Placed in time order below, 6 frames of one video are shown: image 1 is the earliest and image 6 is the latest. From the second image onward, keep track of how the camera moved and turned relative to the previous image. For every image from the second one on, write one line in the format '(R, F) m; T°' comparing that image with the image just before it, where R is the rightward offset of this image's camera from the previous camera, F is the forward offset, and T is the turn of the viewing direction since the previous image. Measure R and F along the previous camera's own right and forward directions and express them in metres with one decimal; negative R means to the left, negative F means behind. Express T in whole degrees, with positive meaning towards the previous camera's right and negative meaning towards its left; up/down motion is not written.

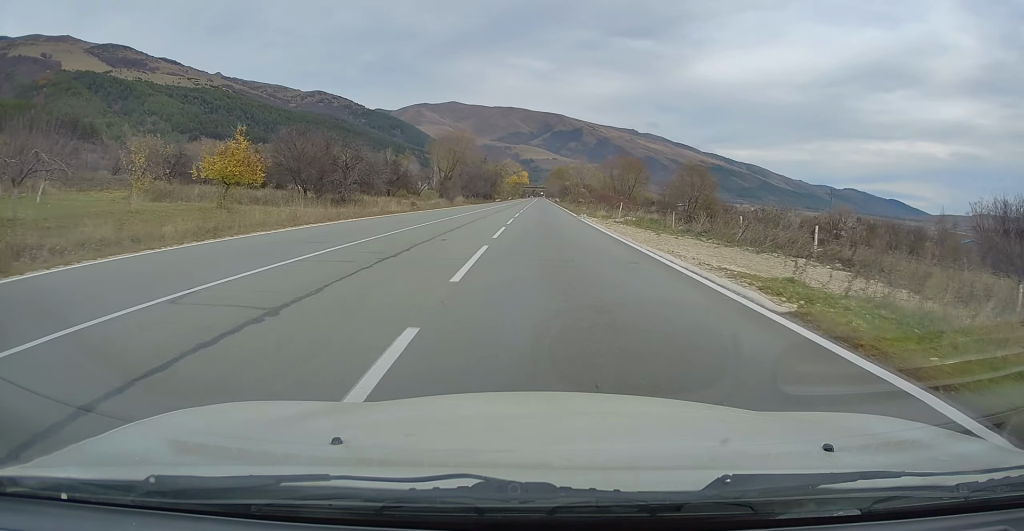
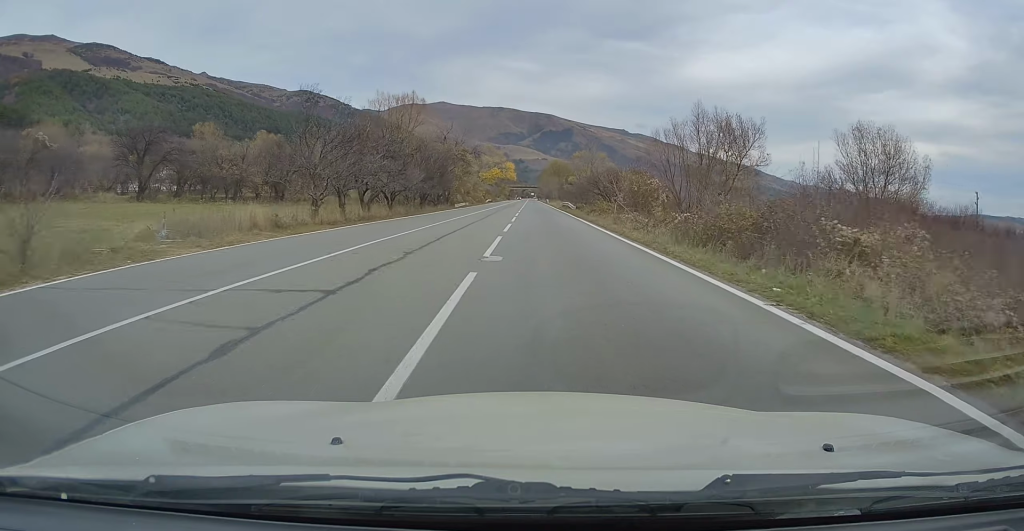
(+0.6, +59.2) m; +1°
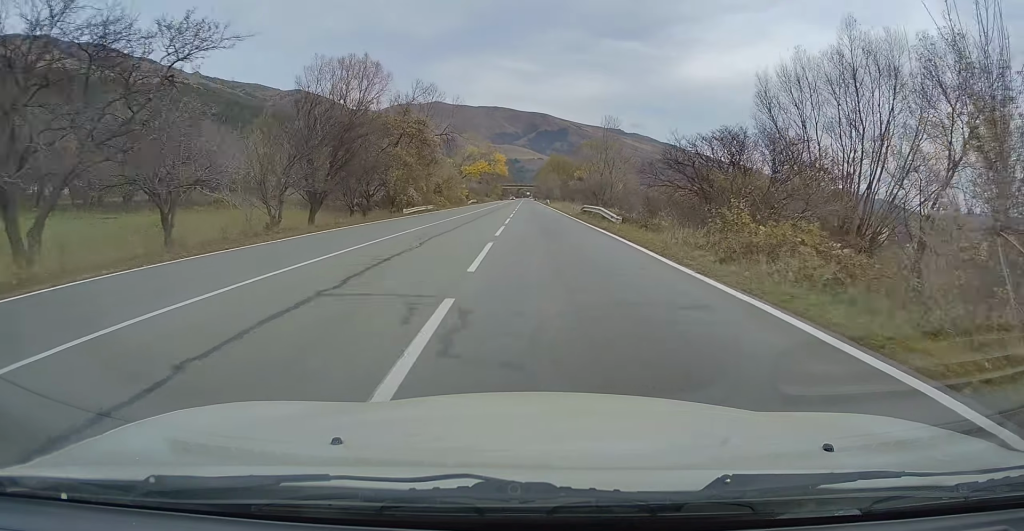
(-0.1, +29.5) m; -1°
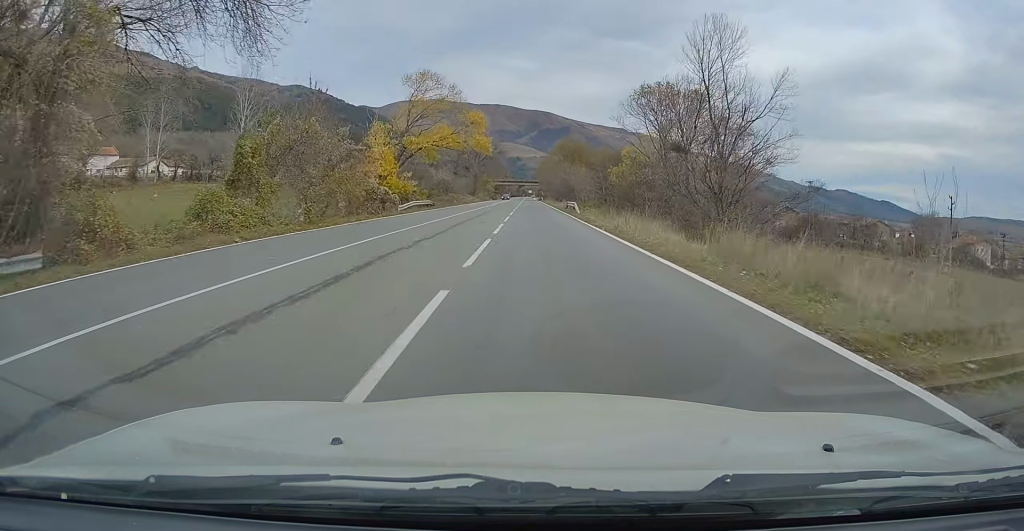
(+0.2, +54.0) m; 0°
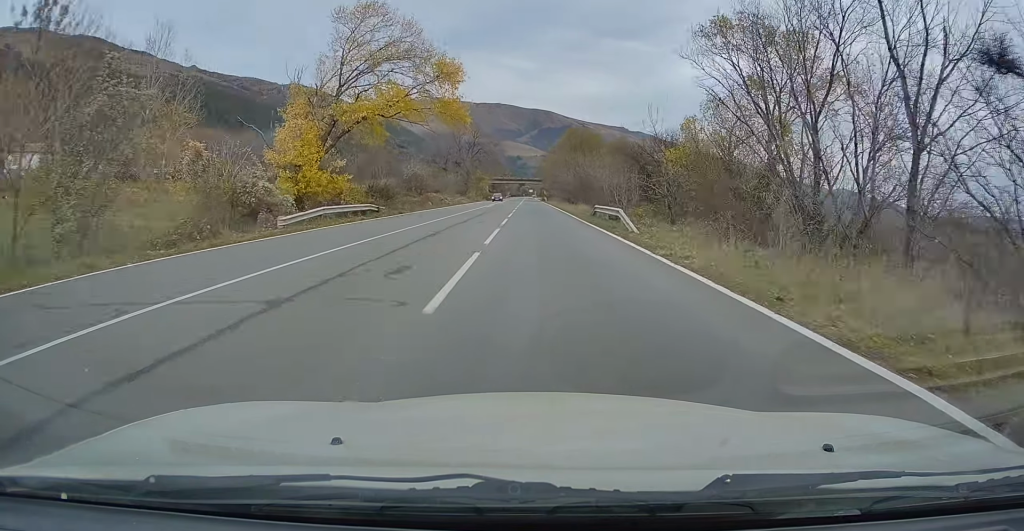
(-0.1, +22.3) m; 0°
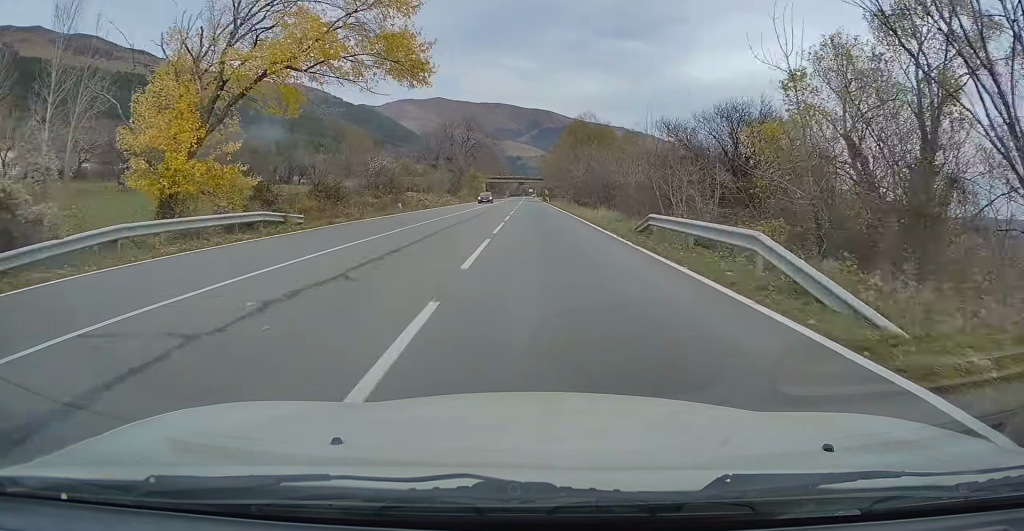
(-0.3, +14.7) m; 0°
